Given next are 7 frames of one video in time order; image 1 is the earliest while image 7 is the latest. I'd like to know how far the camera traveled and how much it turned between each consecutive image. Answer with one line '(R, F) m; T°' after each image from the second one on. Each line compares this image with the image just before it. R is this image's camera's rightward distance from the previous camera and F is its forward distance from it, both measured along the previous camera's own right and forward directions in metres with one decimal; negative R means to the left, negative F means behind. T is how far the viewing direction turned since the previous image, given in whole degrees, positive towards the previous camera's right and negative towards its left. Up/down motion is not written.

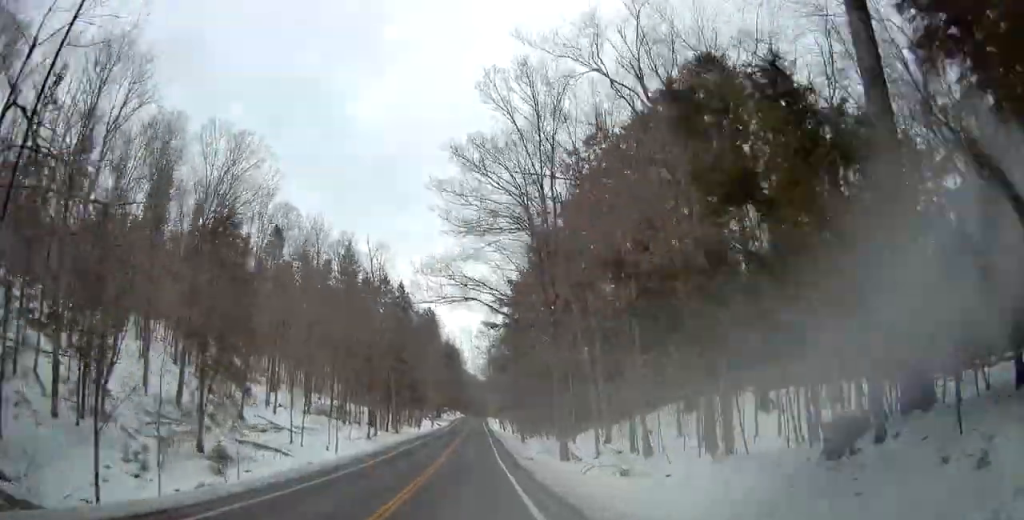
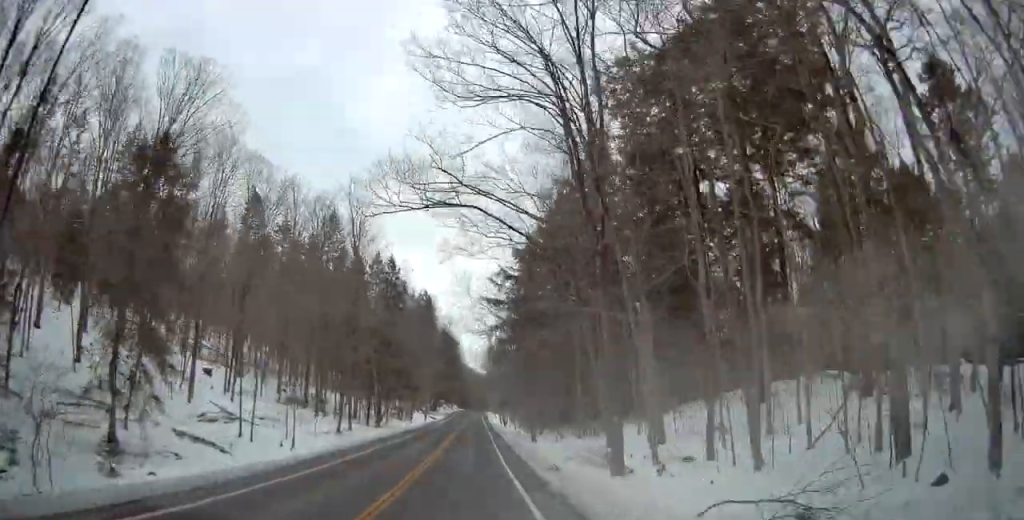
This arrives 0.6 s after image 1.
(-0.1, +11.0) m; 0°
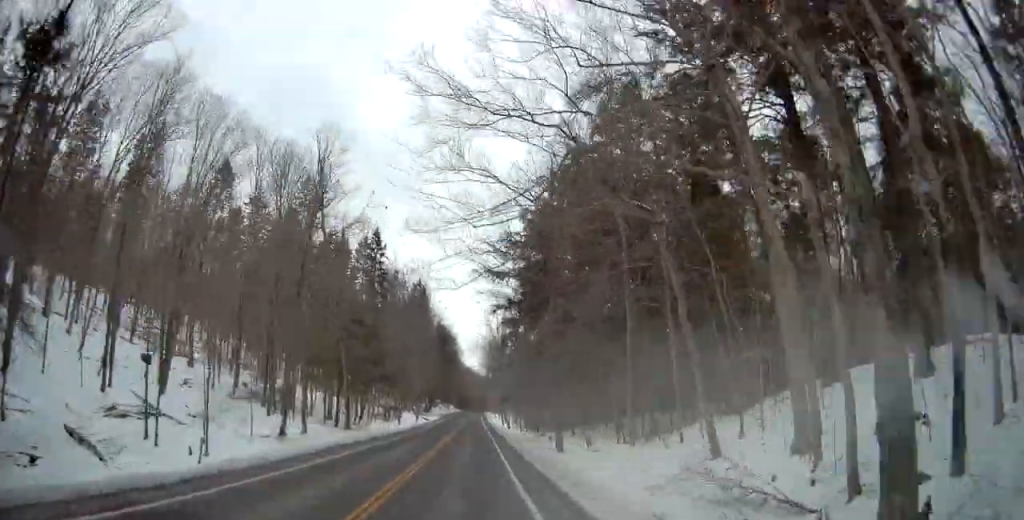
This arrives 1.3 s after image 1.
(0.0, +12.3) m; +1°
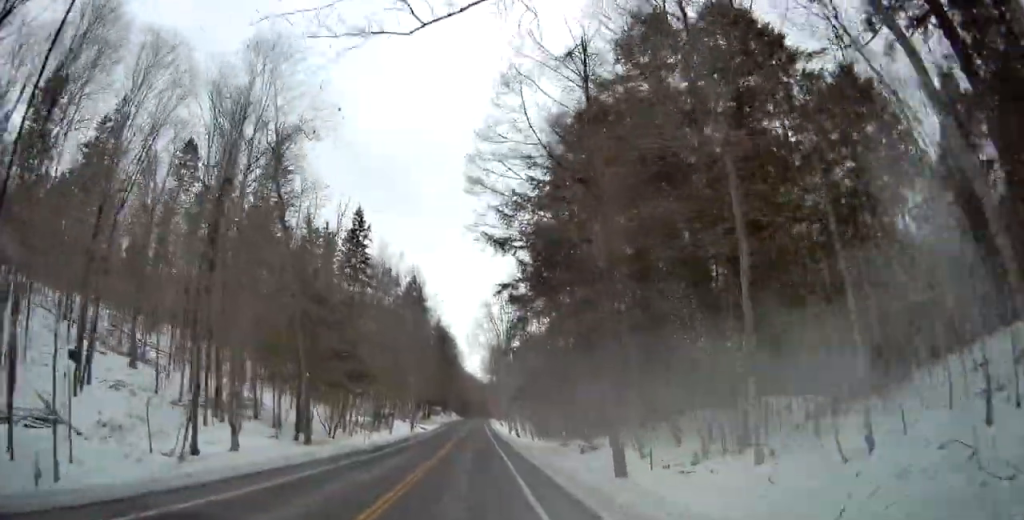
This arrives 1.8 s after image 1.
(+0.1, +10.5) m; 0°
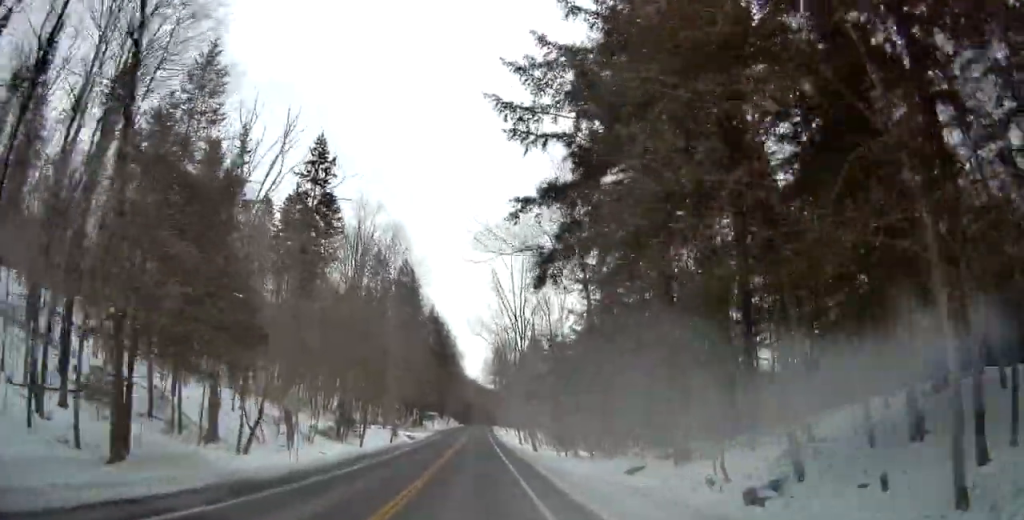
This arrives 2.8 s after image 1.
(+0.1, +17.5) m; 0°
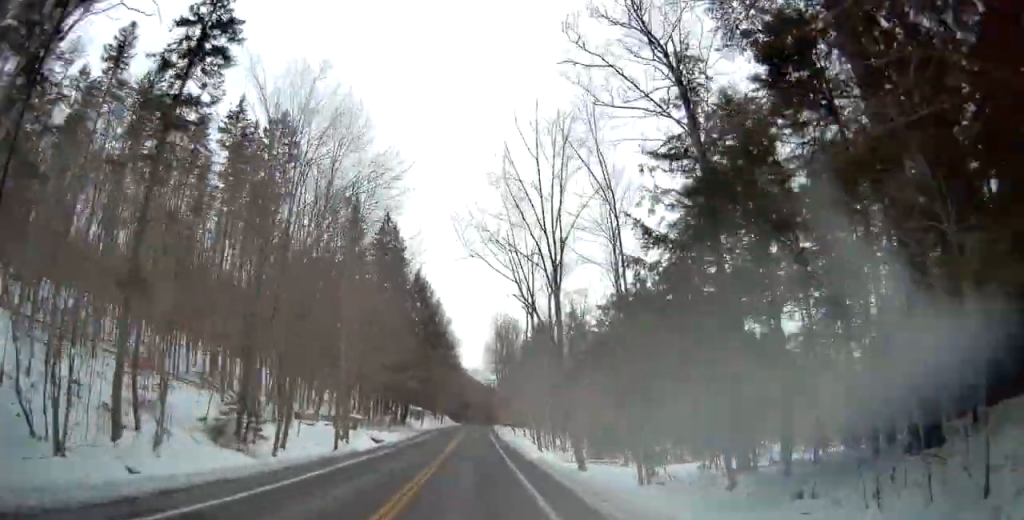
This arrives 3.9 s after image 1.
(-0.4, +20.9) m; -1°
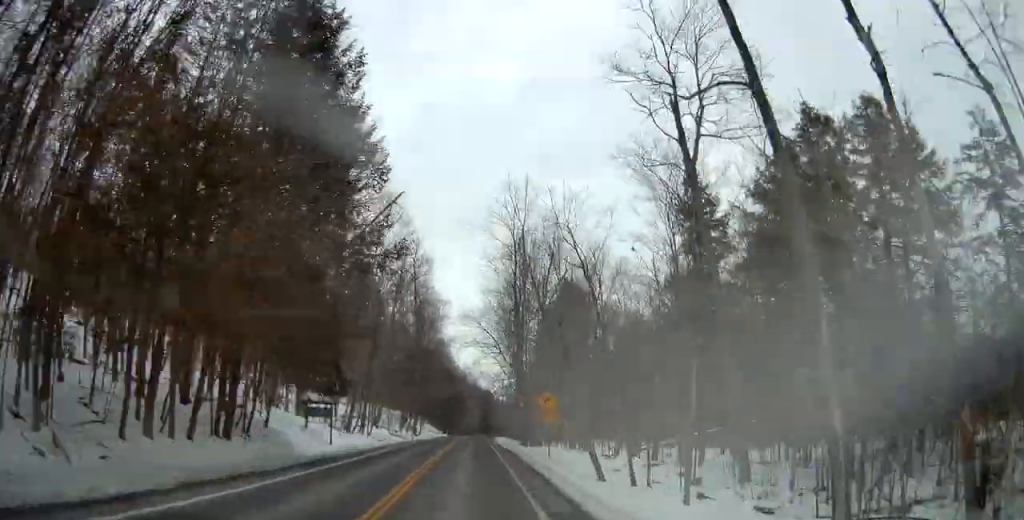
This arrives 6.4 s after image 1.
(+0.1, +45.5) m; +1°
